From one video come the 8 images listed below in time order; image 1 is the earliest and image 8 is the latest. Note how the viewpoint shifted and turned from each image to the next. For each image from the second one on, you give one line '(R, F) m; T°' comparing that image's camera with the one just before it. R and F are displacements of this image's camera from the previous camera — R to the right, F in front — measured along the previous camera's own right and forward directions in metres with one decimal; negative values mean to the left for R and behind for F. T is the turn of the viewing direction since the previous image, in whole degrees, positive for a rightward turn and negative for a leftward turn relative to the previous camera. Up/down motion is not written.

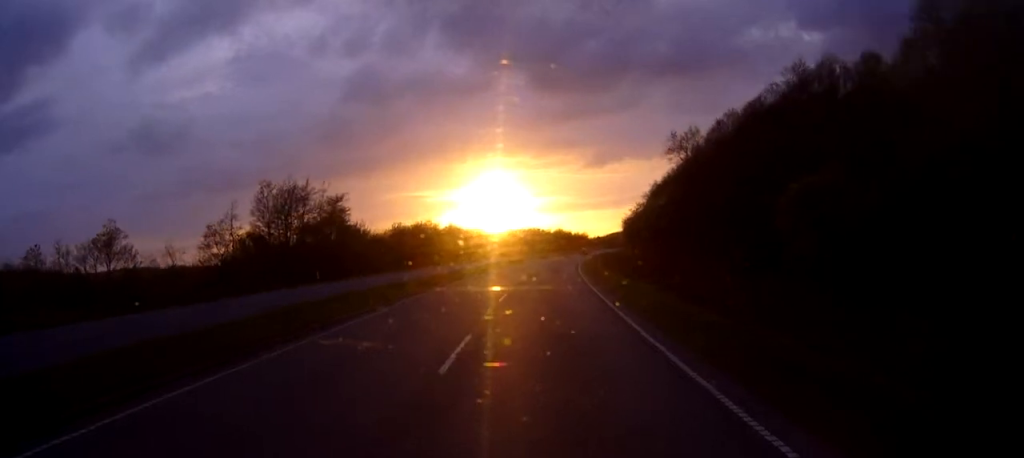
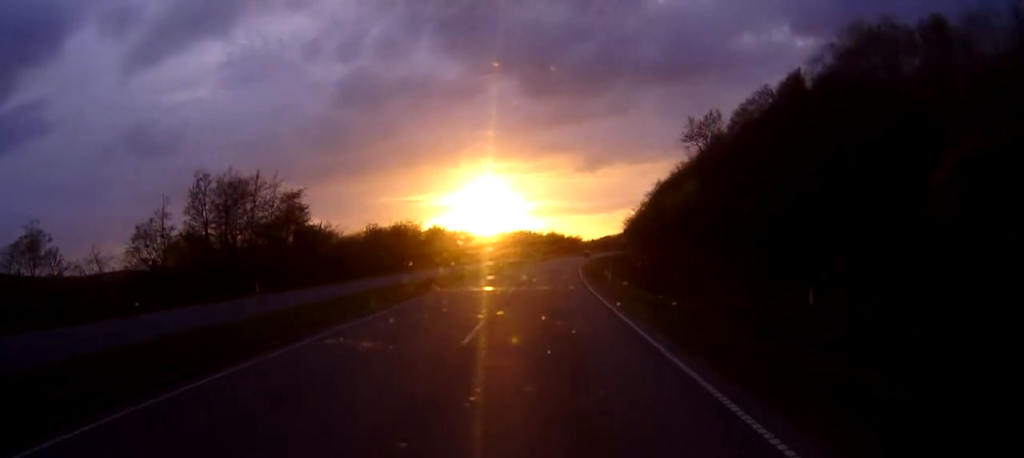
(+0.1, +11.7) m; +1°
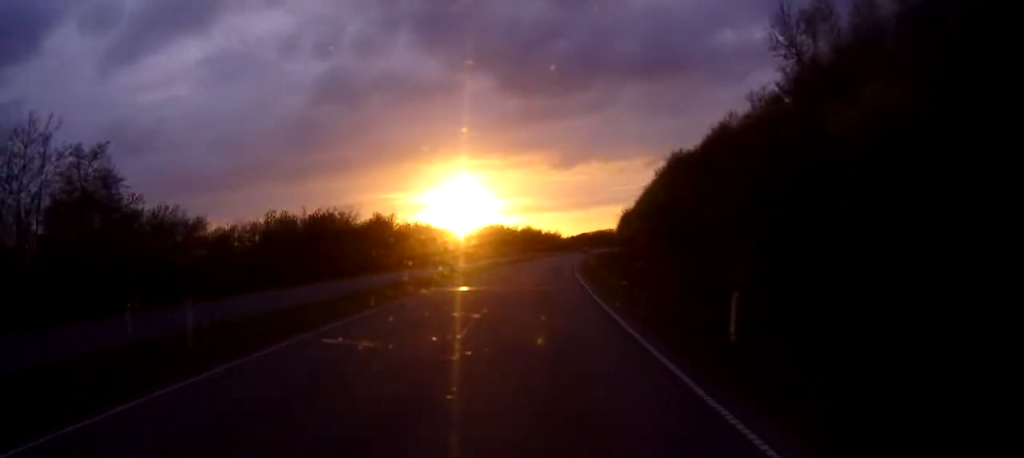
(+0.6, +29.3) m; +2°
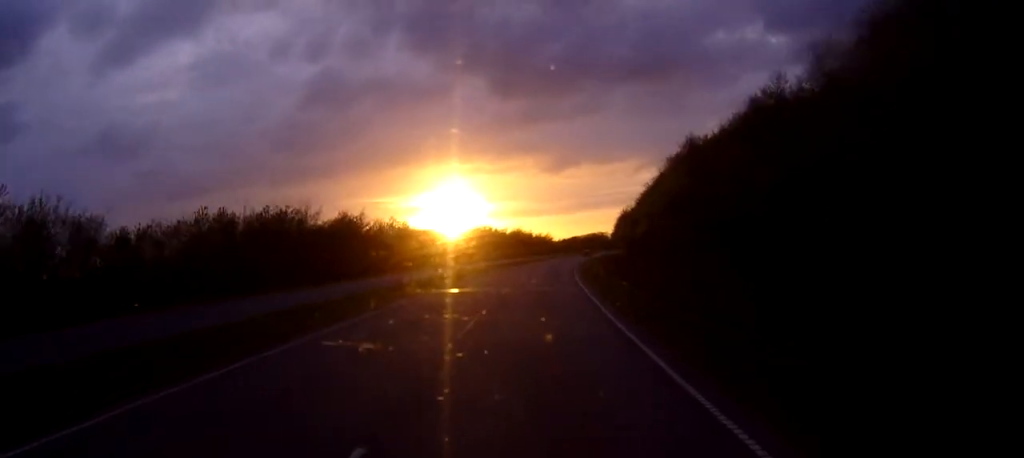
(+0.1, +13.3) m; +1°
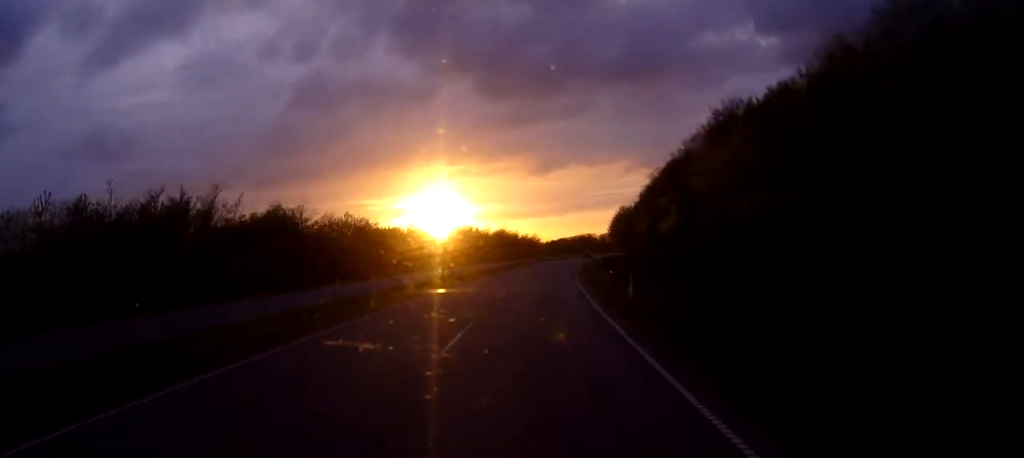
(+0.1, +19.1) m; +1°
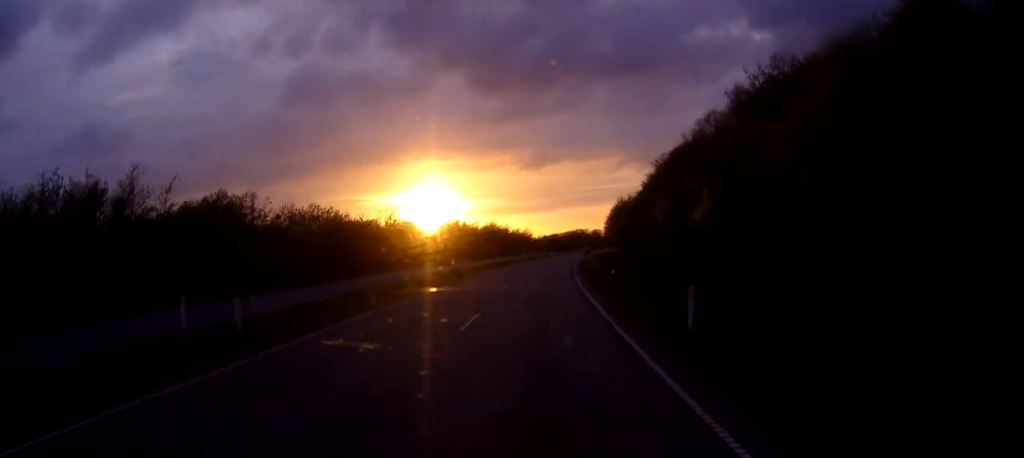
(0.0, +11.0) m; +1°
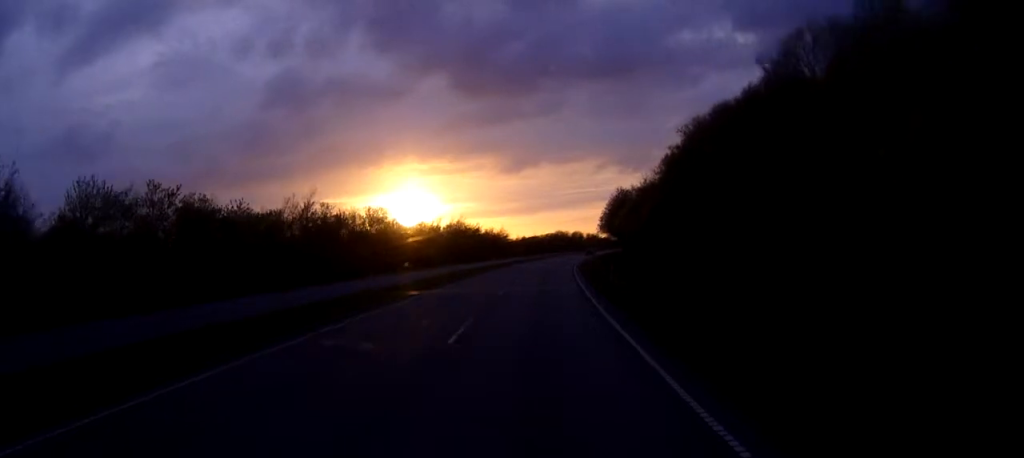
(+0.6, +31.8) m; +1°
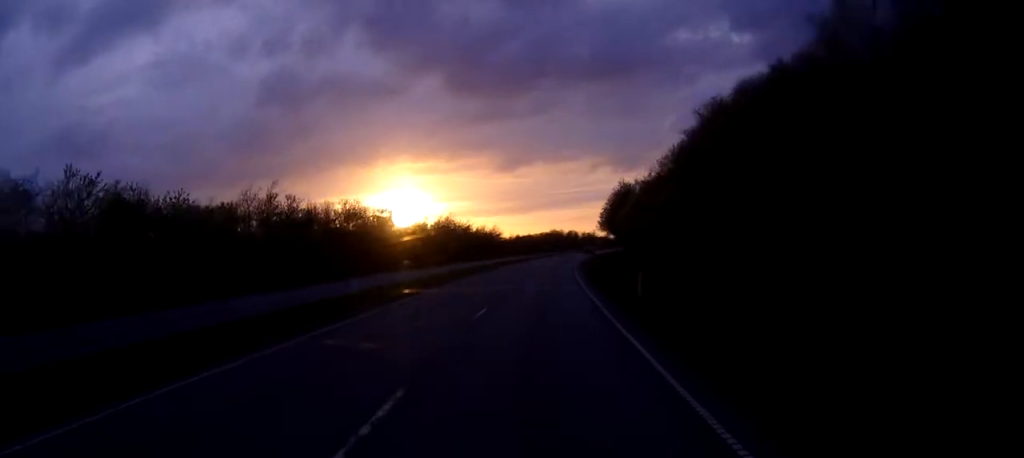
(-0.1, +9.7) m; 0°
